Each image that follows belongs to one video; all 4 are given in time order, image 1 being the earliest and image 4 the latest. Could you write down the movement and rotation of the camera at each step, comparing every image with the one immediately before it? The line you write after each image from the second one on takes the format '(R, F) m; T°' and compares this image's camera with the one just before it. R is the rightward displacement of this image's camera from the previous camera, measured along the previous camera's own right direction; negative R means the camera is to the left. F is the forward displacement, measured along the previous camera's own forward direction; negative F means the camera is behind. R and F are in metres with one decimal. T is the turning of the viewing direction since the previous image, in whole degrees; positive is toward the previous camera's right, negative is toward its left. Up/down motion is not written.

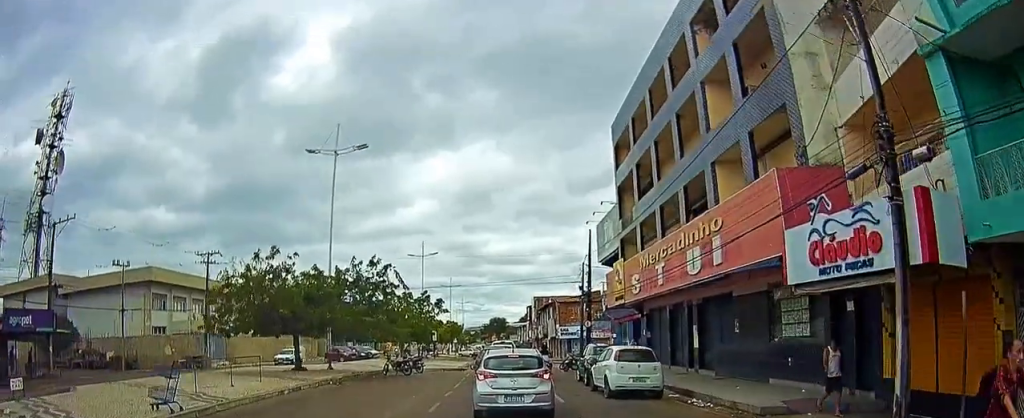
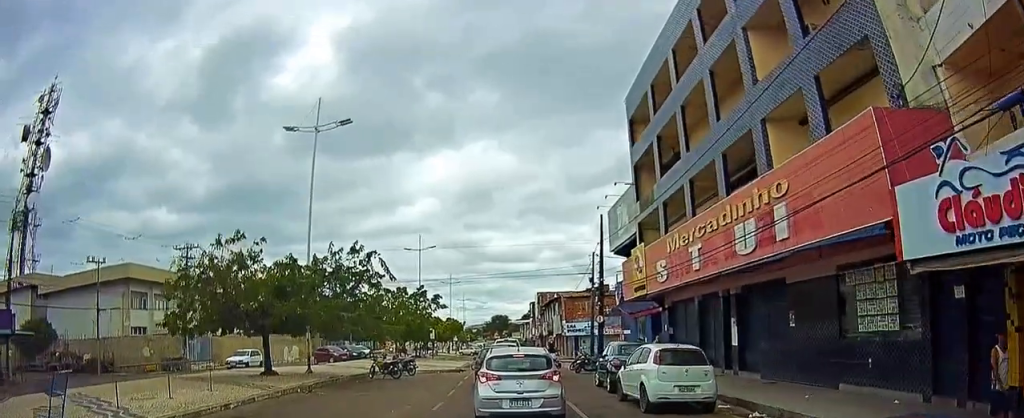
(0.0, +4.4) m; +2°
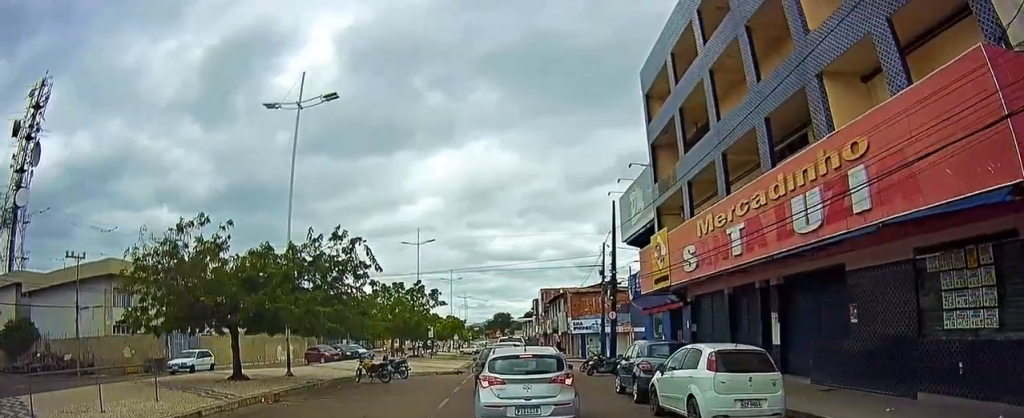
(+0.2, +3.8) m; 0°
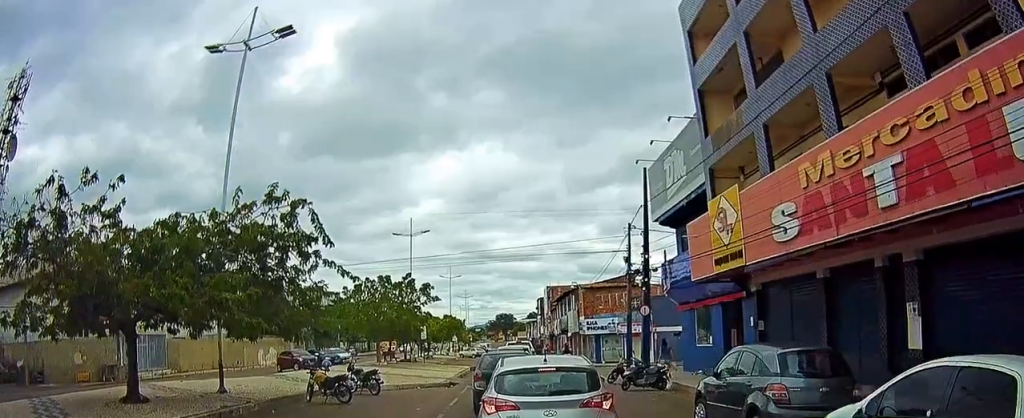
(0.0, +10.8) m; -4°
